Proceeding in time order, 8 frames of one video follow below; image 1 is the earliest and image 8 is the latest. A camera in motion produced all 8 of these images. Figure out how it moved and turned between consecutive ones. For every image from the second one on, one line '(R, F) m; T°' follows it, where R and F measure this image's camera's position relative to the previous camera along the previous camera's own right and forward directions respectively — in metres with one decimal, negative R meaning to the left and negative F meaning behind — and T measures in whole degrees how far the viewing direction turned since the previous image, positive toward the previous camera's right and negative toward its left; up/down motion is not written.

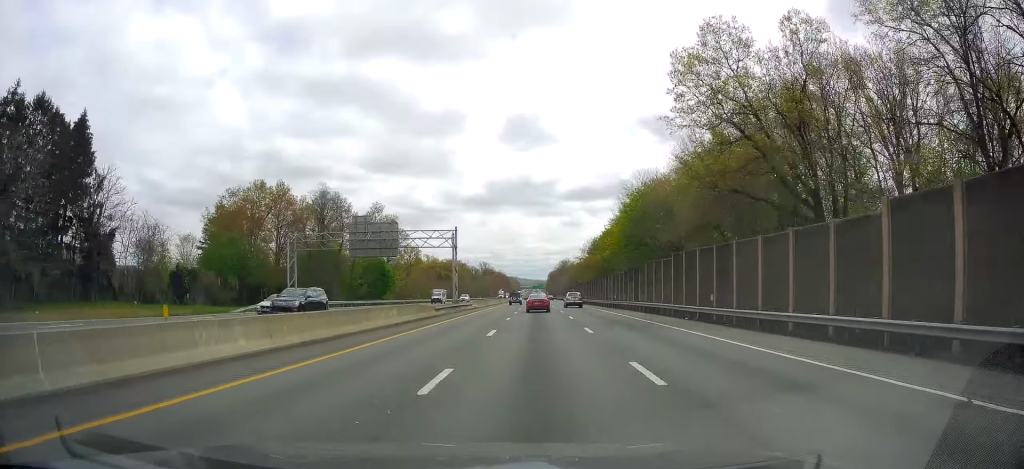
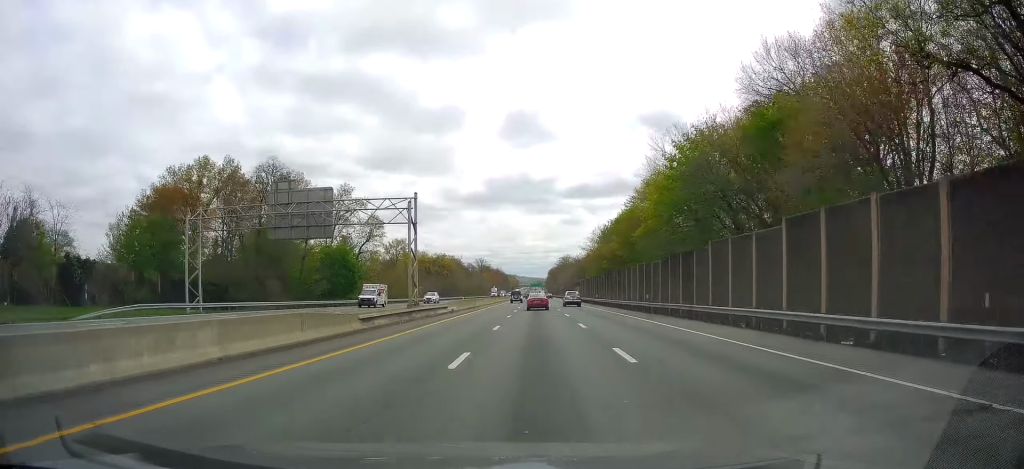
(-0.4, +21.0) m; 0°
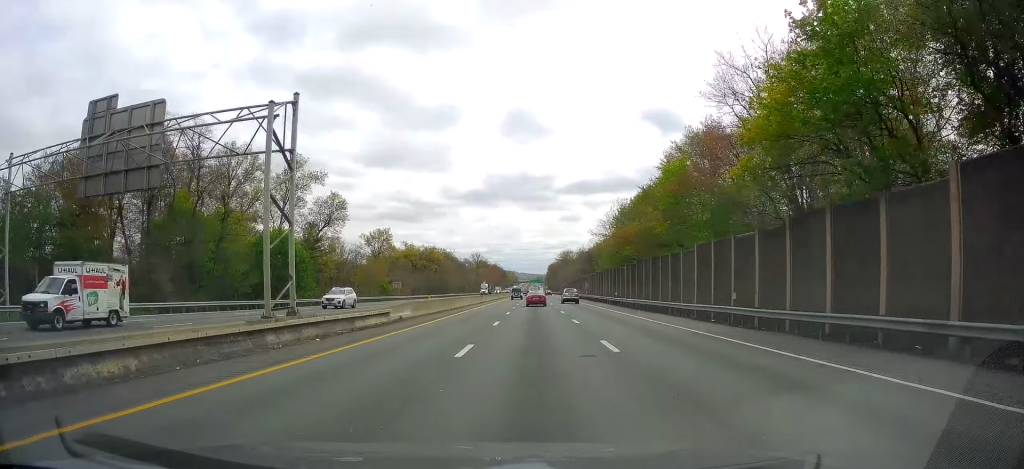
(+0.2, +22.2) m; +2°
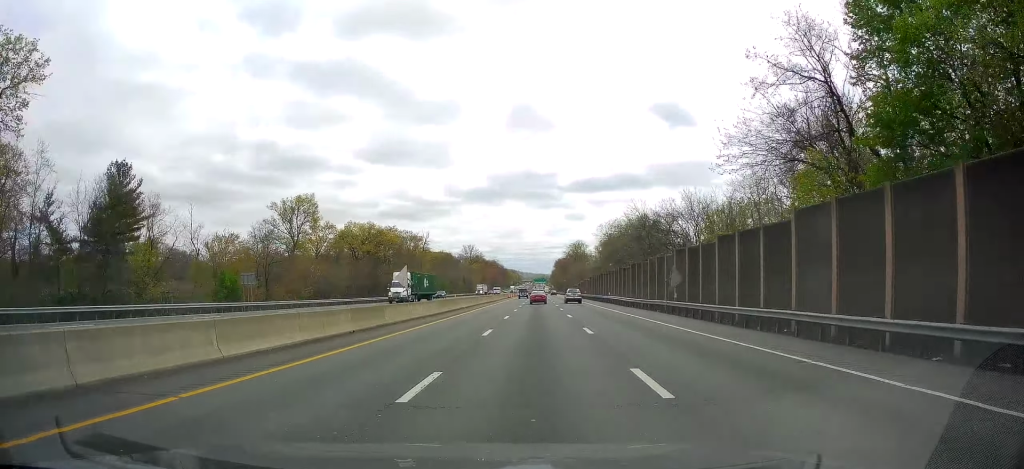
(-0.5, +65.9) m; -2°
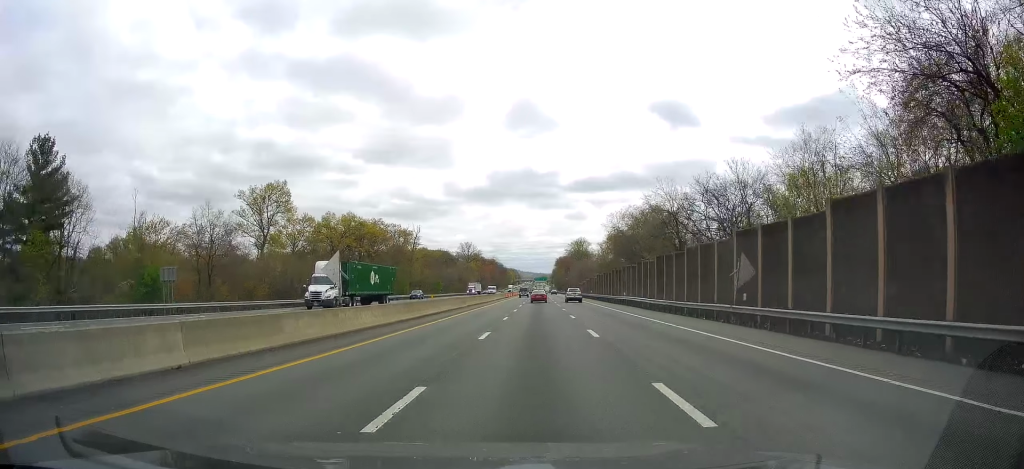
(-0.3, +14.0) m; 0°
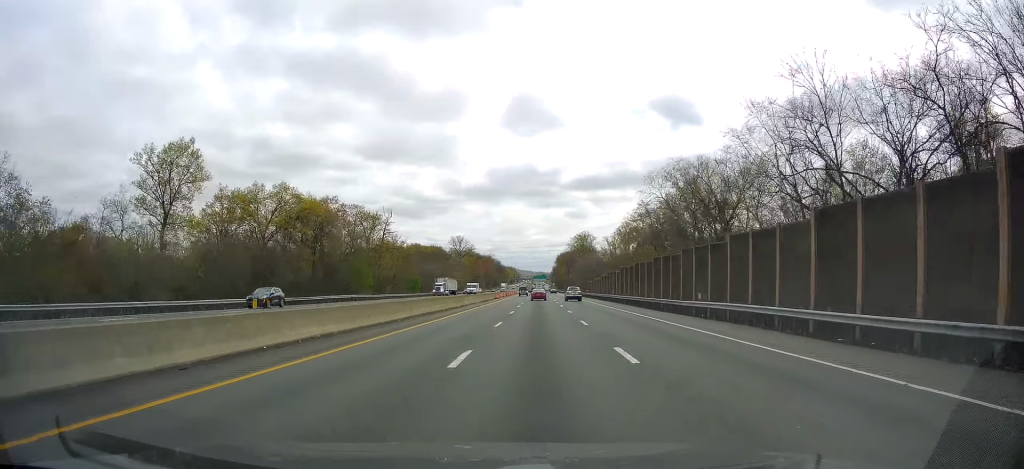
(+0.6, +31.2) m; +1°
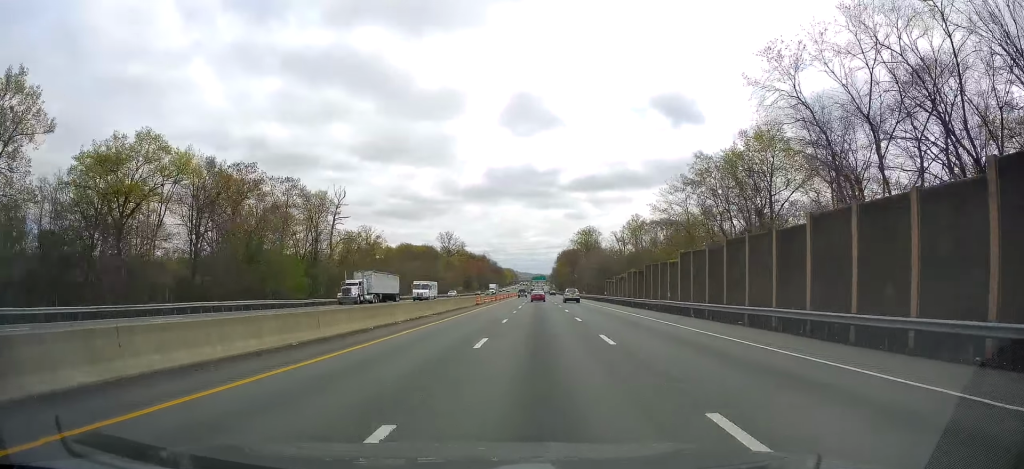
(-0.2, +32.5) m; -1°
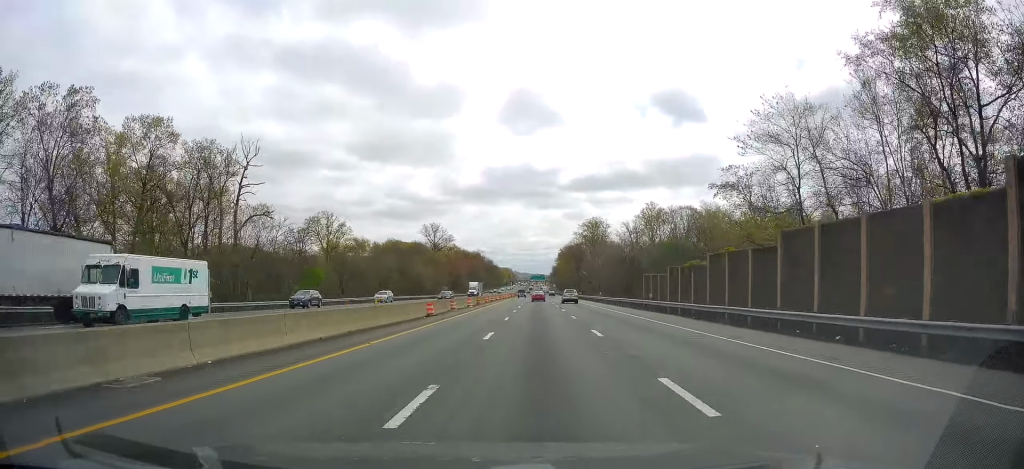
(0.0, +33.6) m; 0°
